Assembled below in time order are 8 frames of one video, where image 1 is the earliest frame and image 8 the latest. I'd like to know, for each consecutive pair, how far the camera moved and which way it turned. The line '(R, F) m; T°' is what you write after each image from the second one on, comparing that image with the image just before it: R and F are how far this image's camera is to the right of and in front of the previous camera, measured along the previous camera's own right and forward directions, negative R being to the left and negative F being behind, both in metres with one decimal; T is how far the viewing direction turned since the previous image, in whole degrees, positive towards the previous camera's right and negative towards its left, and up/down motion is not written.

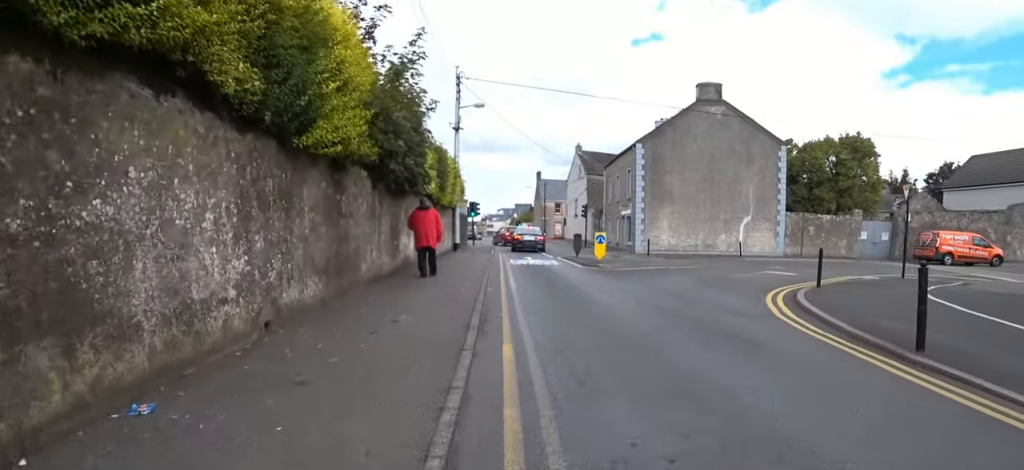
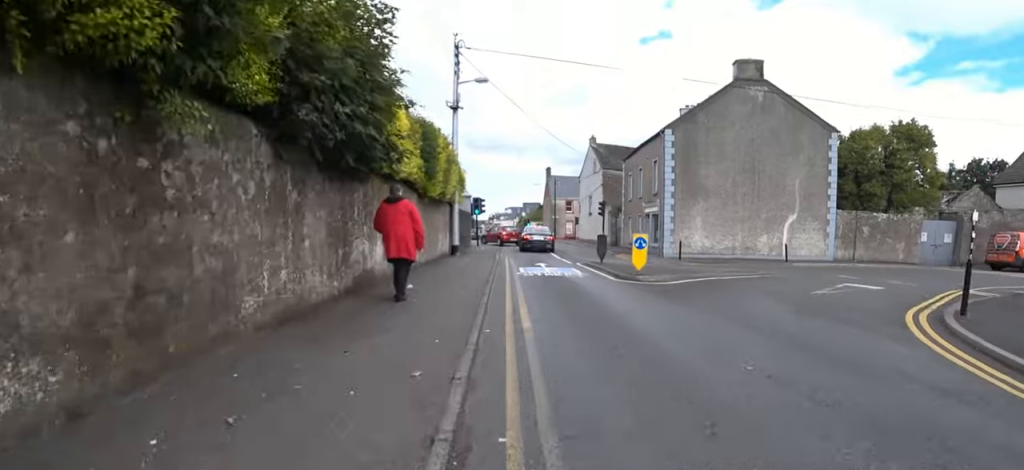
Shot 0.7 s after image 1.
(0.0, +3.5) m; -4°
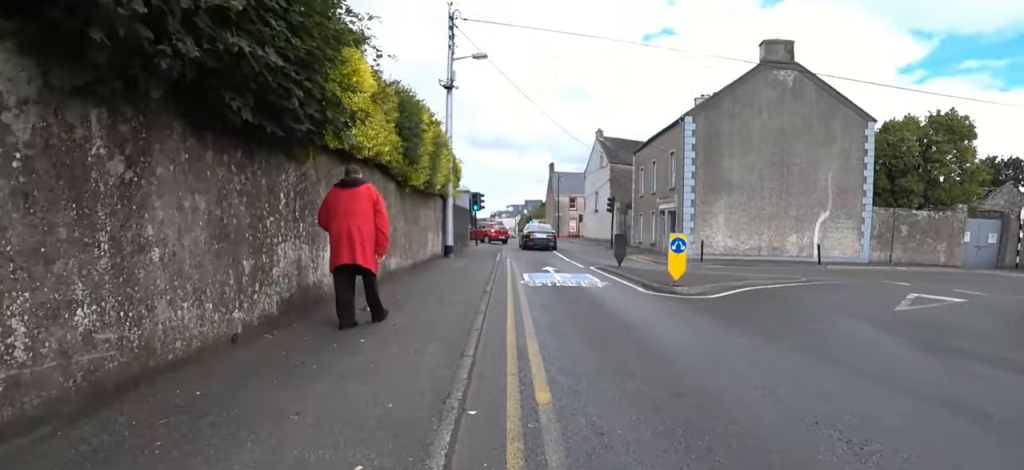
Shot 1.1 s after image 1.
(+0.1, +2.3) m; -3°
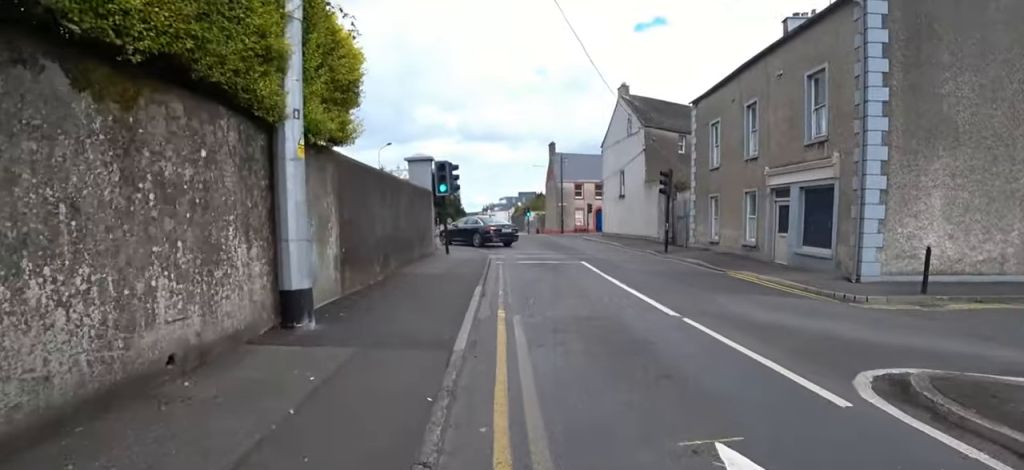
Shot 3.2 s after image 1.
(+0.3, +11.2) m; +2°
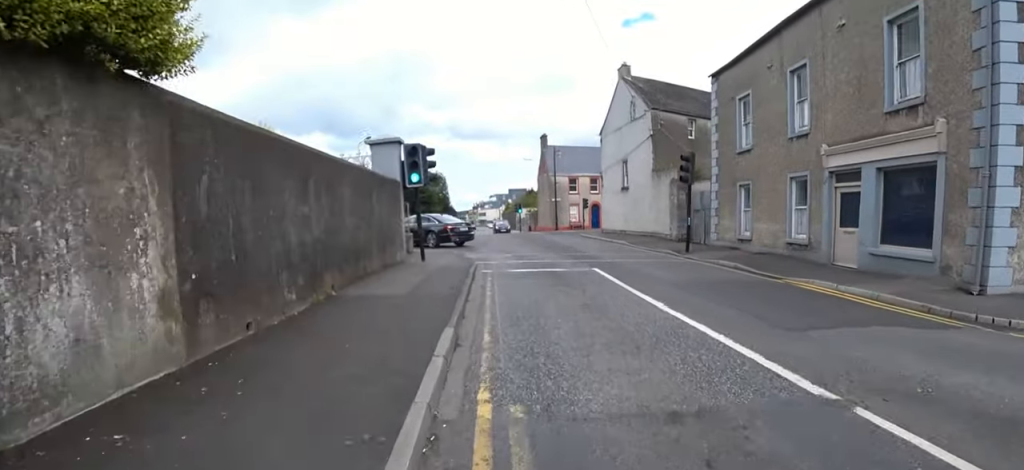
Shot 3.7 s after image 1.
(-0.5, +3.1) m; +4°
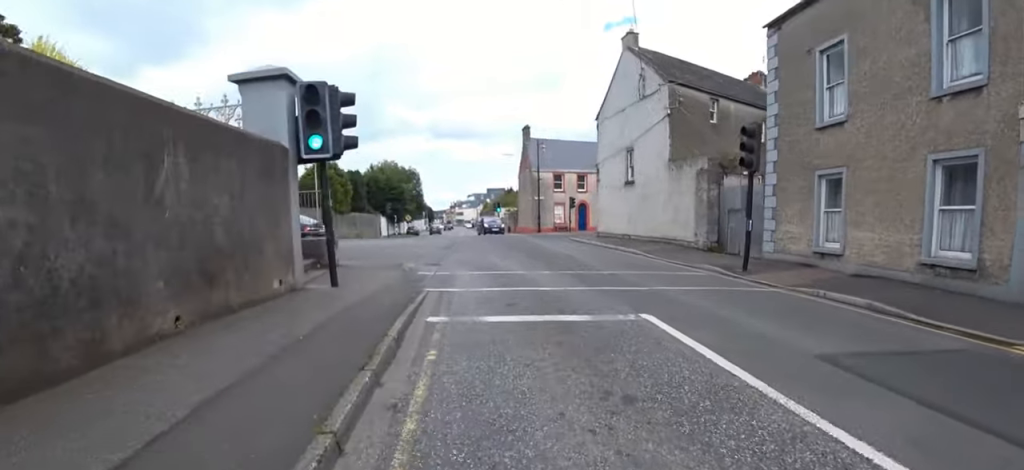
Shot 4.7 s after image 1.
(+0.6, +5.1) m; +3°
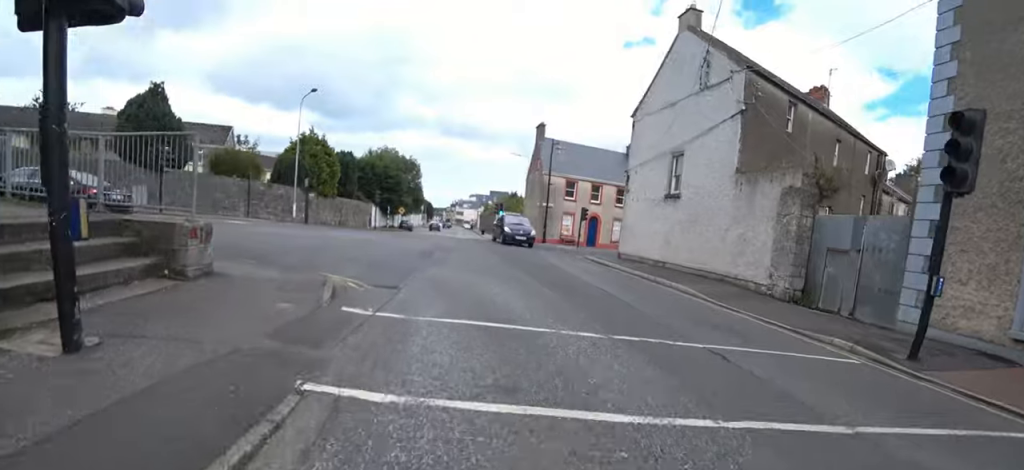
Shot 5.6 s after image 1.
(-0.2, +4.6) m; -19°
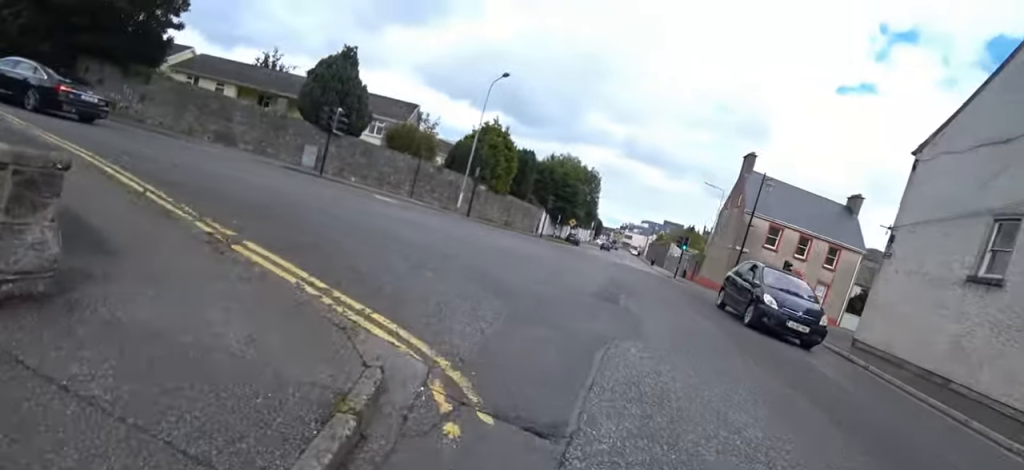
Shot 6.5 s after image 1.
(-1.2, +4.2) m; -23°
